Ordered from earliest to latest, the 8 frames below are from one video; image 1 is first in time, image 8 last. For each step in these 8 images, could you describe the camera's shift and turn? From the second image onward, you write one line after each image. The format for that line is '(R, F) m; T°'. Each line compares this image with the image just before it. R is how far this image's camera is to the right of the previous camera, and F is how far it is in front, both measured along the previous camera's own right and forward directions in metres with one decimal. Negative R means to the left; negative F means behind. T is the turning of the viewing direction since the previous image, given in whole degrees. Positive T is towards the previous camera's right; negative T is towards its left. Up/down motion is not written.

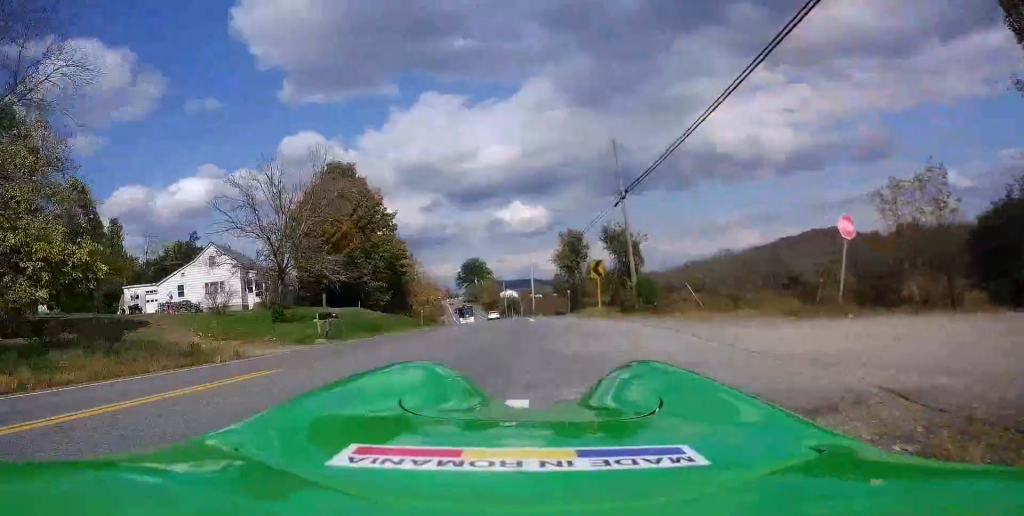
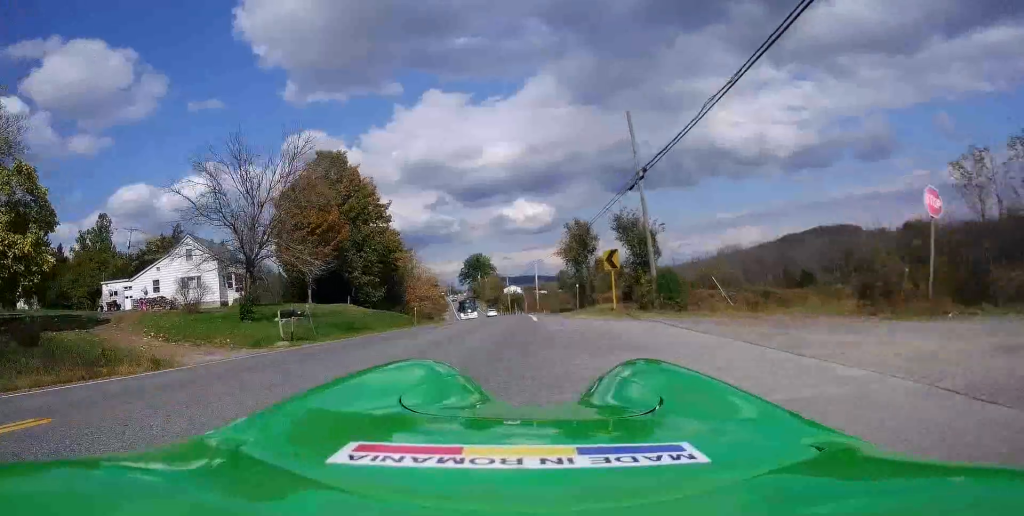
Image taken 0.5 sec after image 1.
(-0.1, +4.6) m; 0°
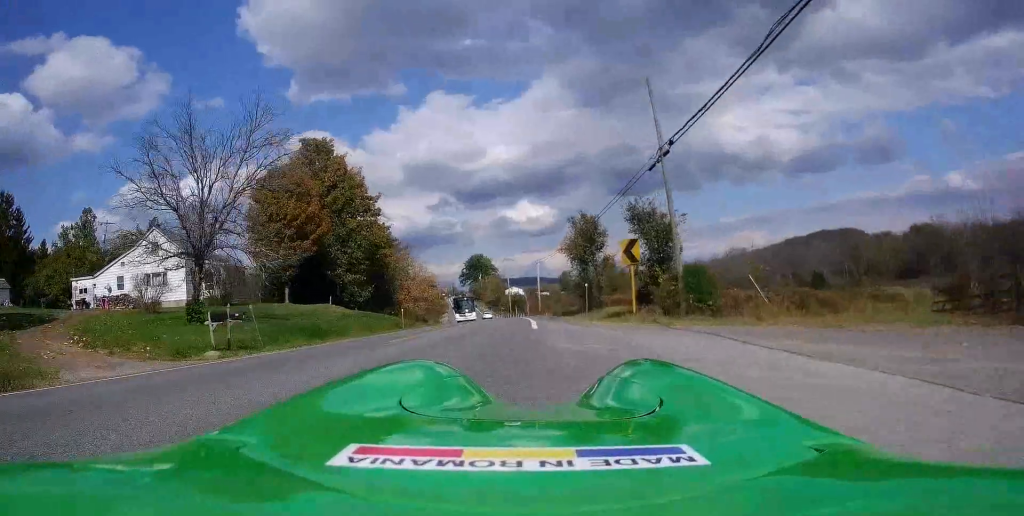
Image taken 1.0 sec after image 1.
(-0.1, +5.4) m; 0°
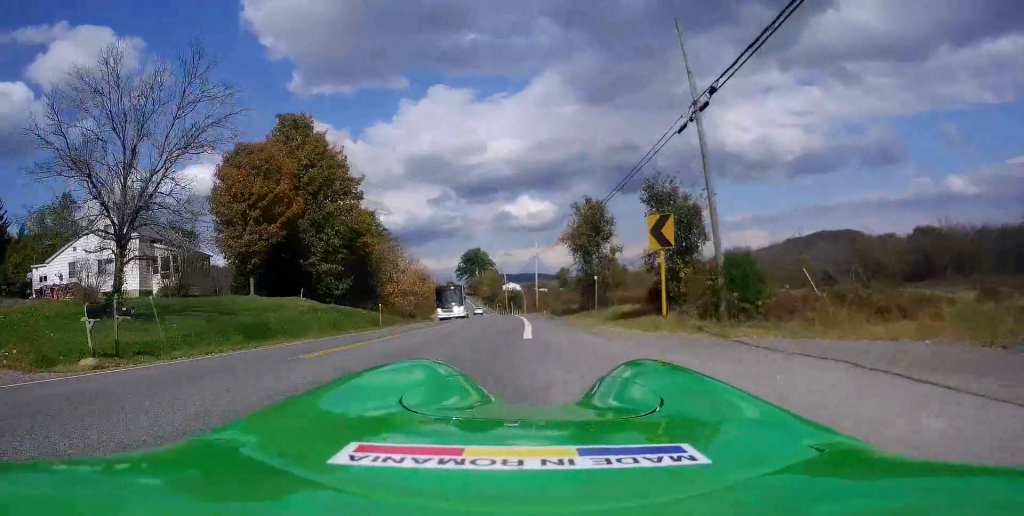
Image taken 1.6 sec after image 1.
(+0.1, +5.9) m; +1°
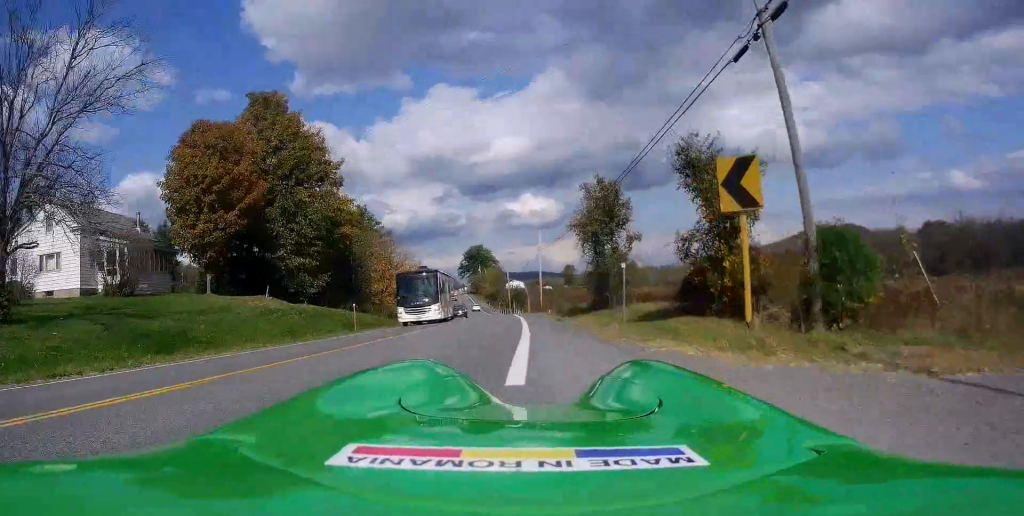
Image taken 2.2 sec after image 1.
(+0.1, +6.3) m; 0°
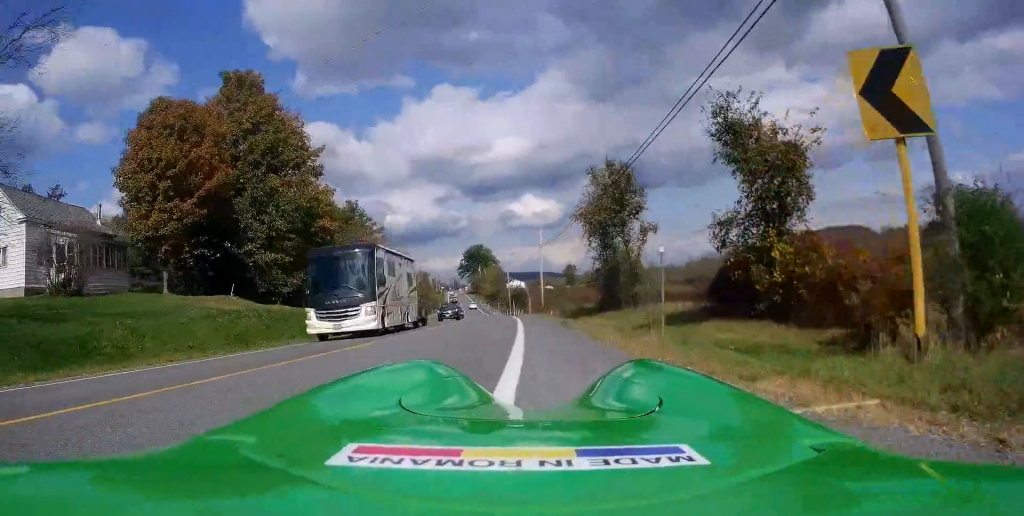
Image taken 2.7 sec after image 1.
(0.0, +4.7) m; -1°
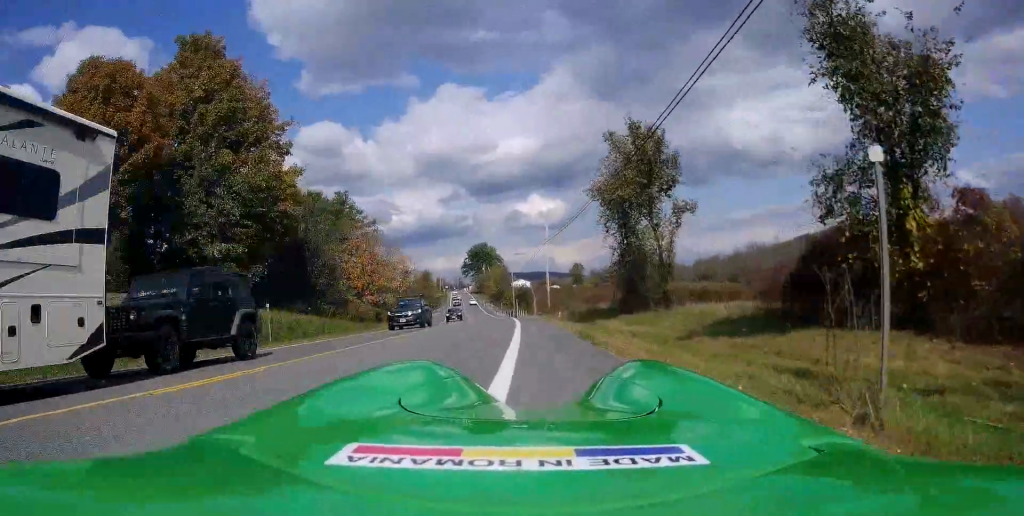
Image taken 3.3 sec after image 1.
(0.0, +6.9) m; -1°
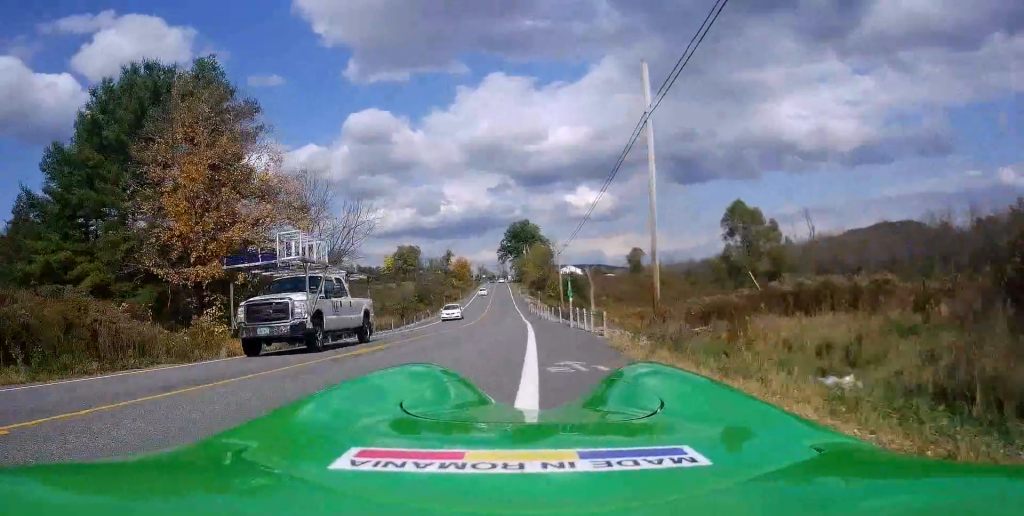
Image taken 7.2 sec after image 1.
(-1.8, +42.5) m; -6°
